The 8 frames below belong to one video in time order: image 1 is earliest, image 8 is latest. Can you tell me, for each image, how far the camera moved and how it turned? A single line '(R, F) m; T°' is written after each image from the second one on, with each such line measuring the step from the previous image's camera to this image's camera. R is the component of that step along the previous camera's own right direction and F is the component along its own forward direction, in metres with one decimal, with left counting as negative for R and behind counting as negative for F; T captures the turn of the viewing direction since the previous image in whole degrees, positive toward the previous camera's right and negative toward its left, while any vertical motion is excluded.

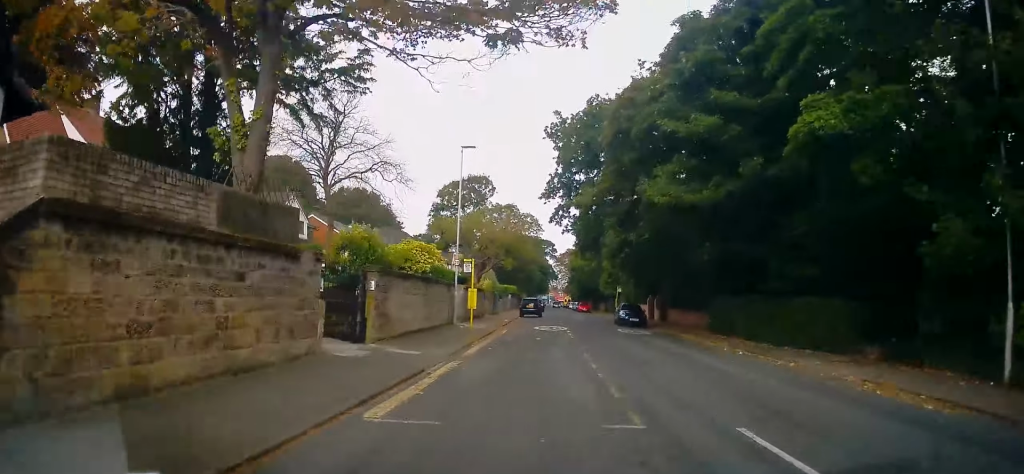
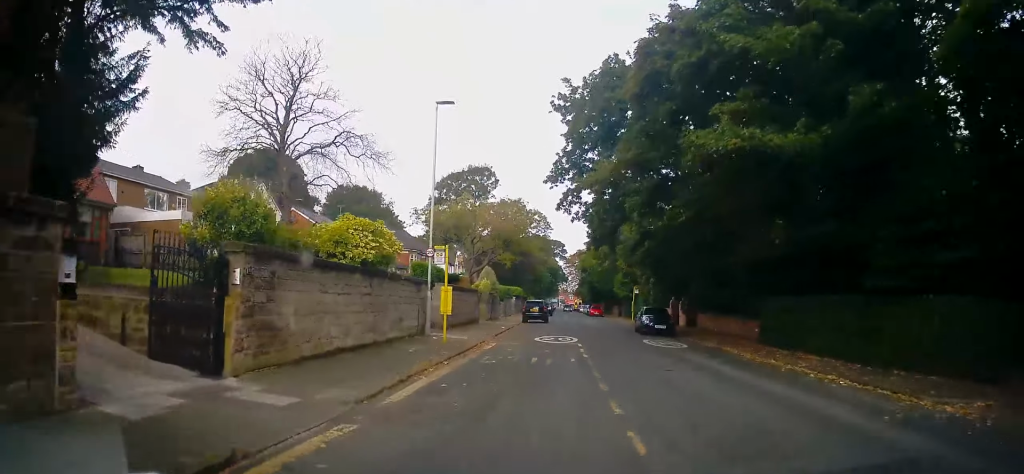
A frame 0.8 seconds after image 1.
(-0.1, +6.9) m; -2°
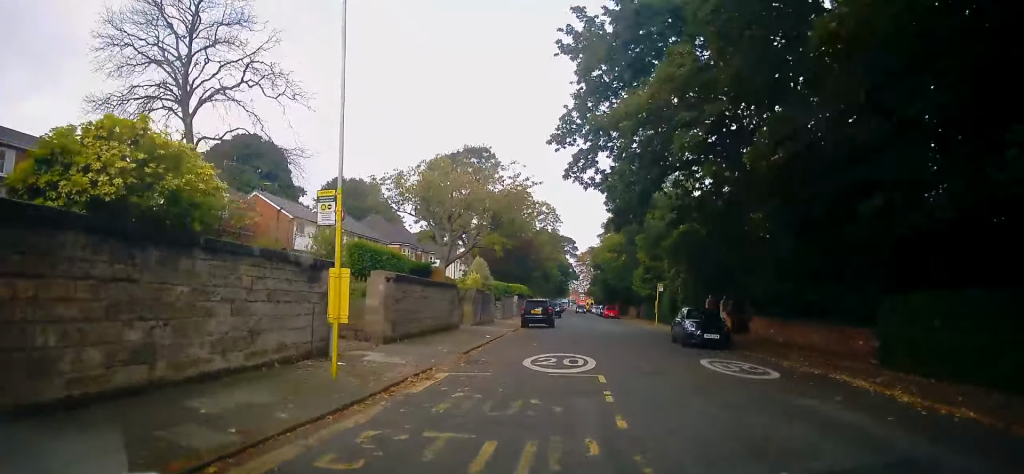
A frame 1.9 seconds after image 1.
(-0.2, +8.9) m; -2°
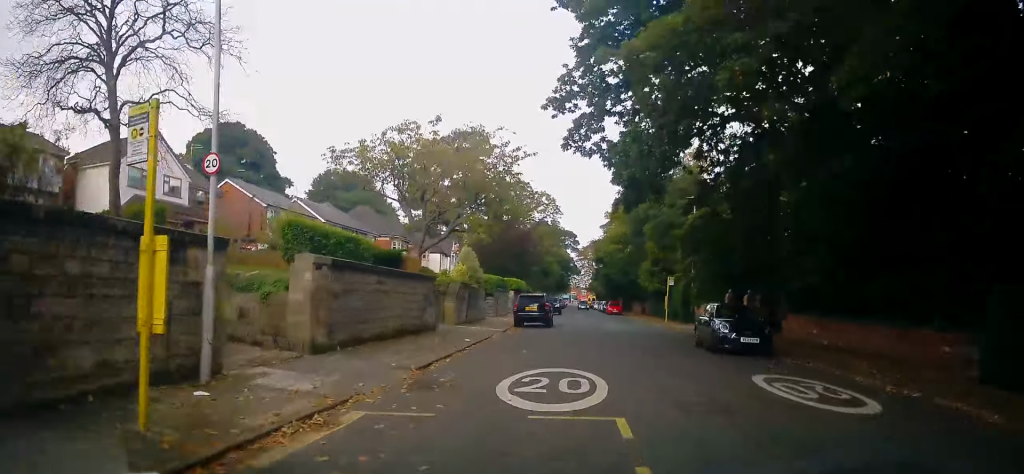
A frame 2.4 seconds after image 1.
(0.0, +4.5) m; 0°
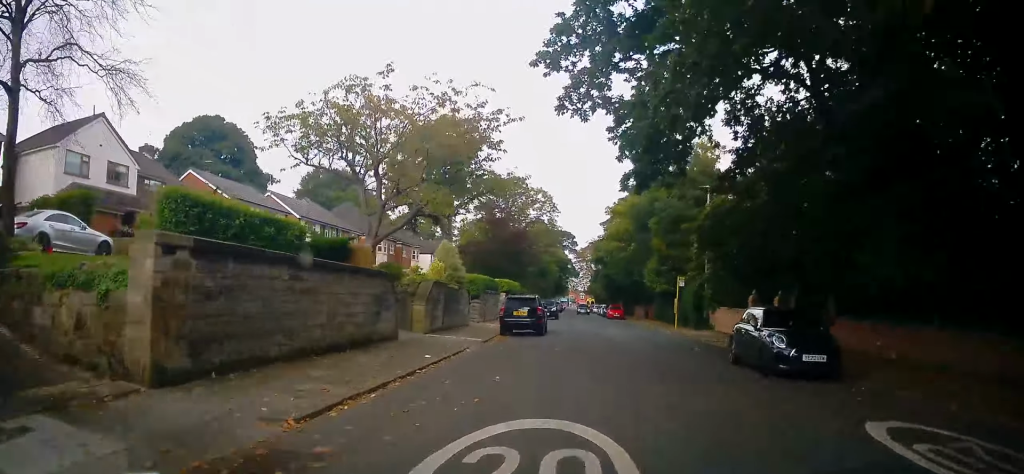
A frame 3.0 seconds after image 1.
(0.0, +4.6) m; 0°
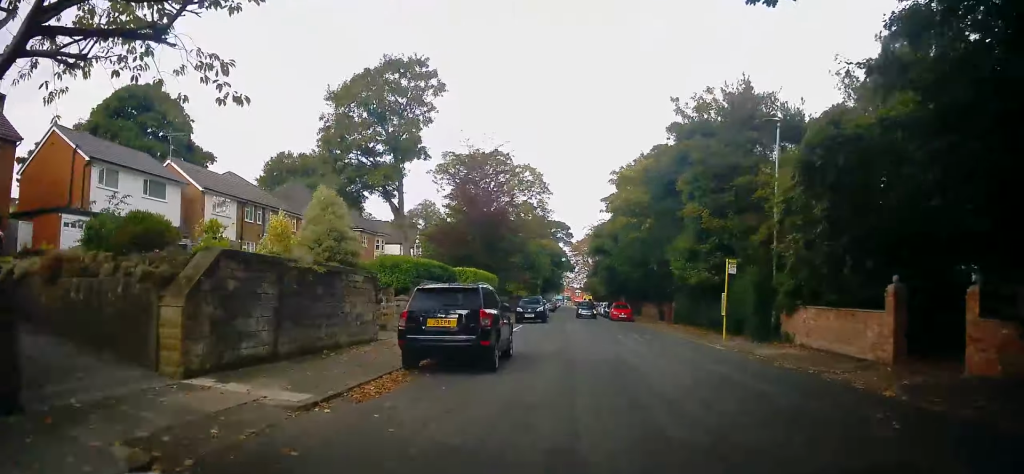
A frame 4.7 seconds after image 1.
(0.0, +13.0) m; 0°
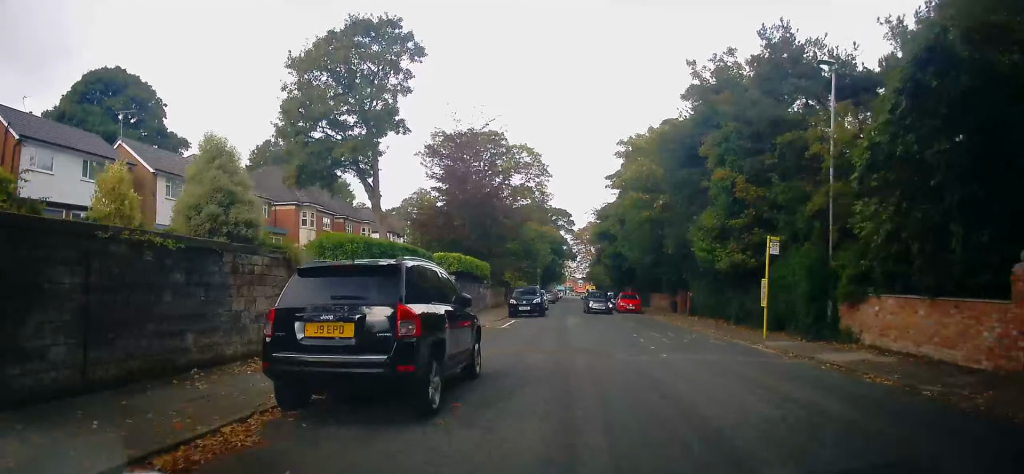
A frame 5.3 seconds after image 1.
(0.0, +4.9) m; 0°
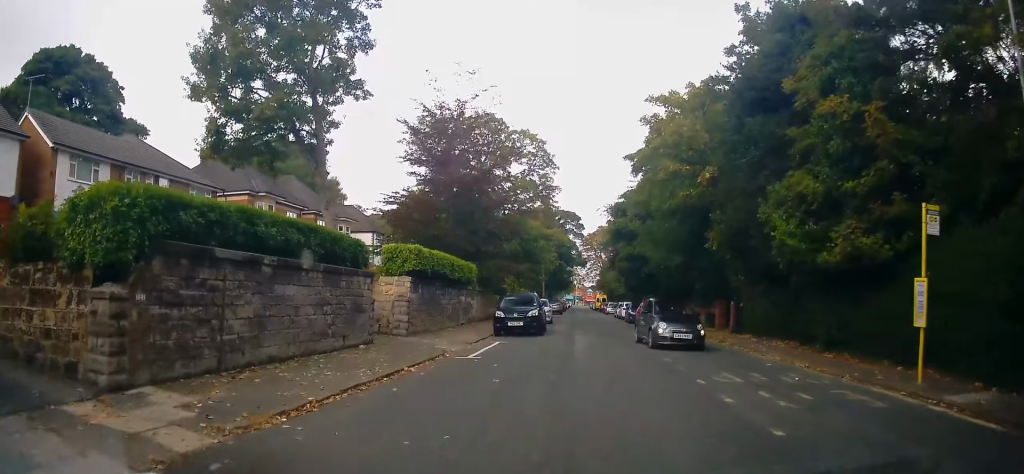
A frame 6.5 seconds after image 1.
(0.0, +8.7) m; 0°
